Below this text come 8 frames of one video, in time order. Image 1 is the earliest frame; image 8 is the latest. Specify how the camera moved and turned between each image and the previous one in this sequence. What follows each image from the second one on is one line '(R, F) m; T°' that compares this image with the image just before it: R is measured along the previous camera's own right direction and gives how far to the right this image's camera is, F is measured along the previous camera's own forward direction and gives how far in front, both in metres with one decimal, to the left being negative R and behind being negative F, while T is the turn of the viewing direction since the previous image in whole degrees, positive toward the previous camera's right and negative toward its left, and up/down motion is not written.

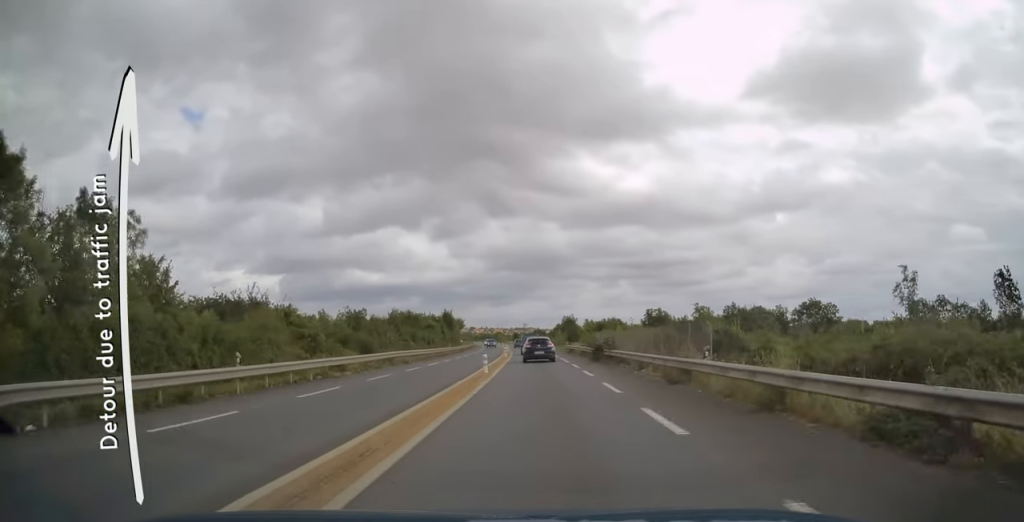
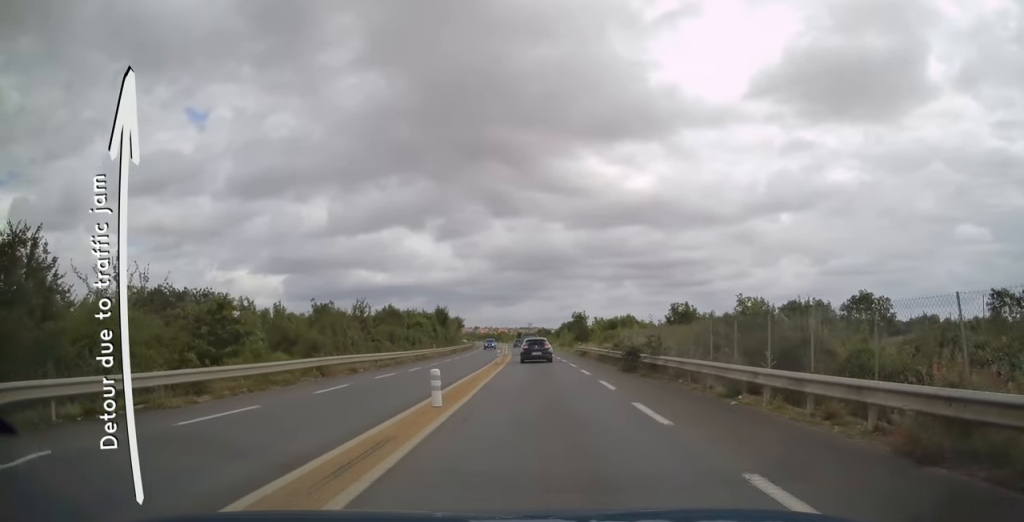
(-0.2, +12.1) m; 0°
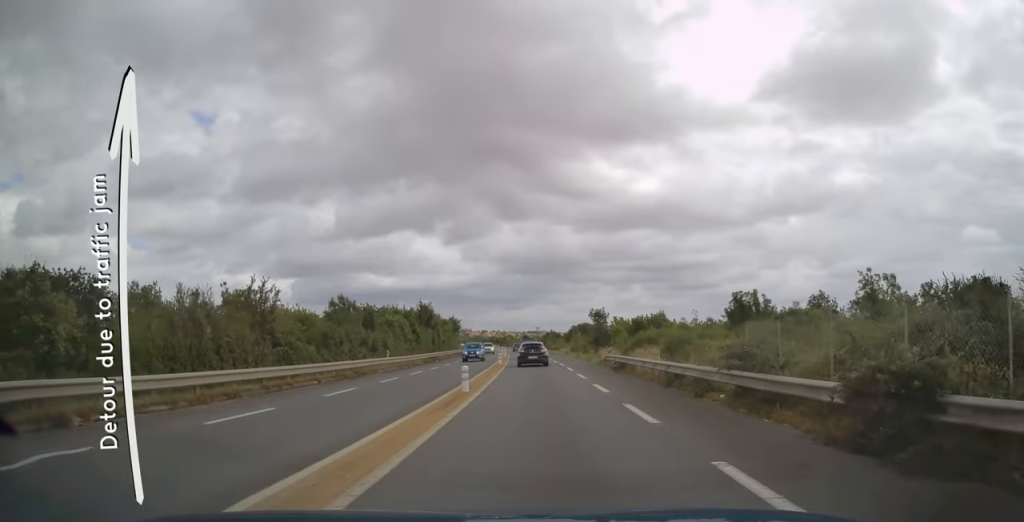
(+0.3, +18.9) m; 0°
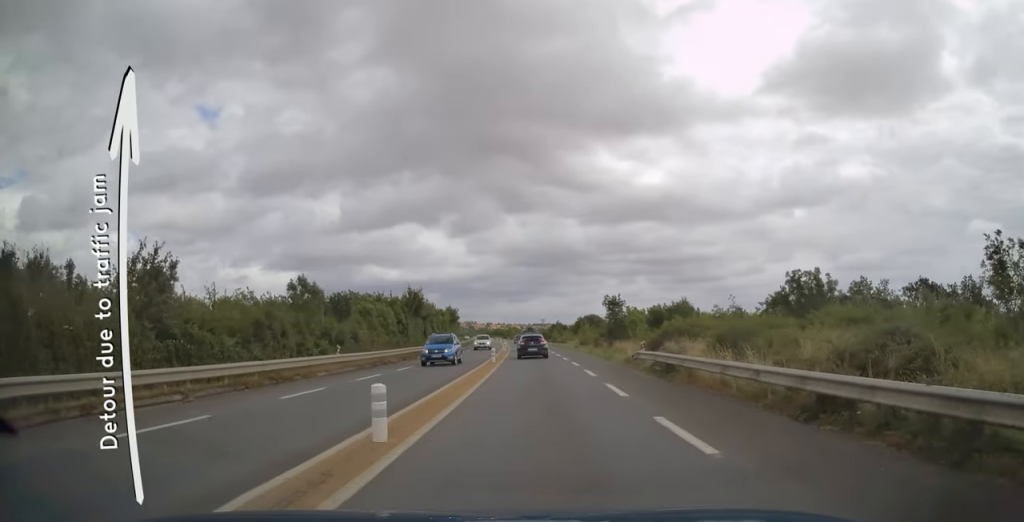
(-0.2, +9.8) m; -1°
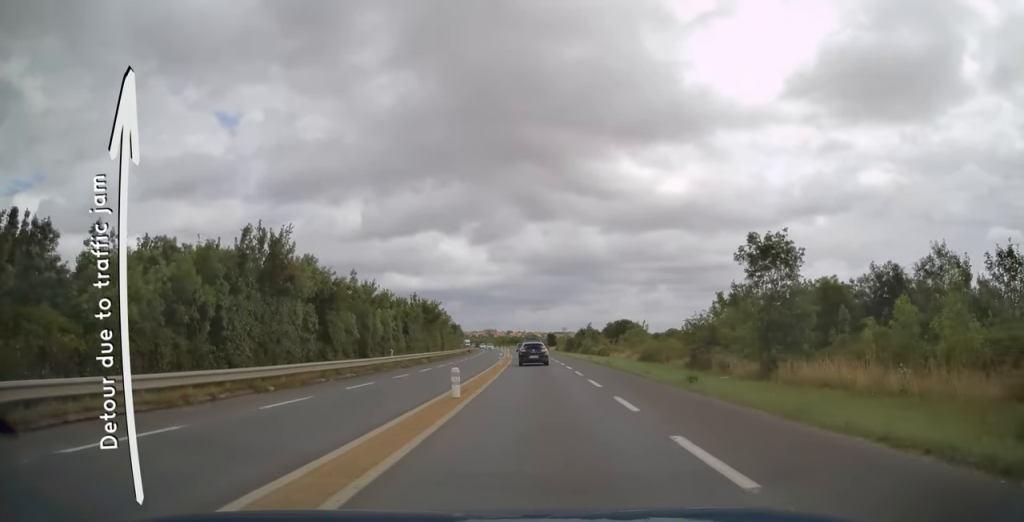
(-1.2, +40.7) m; -2°
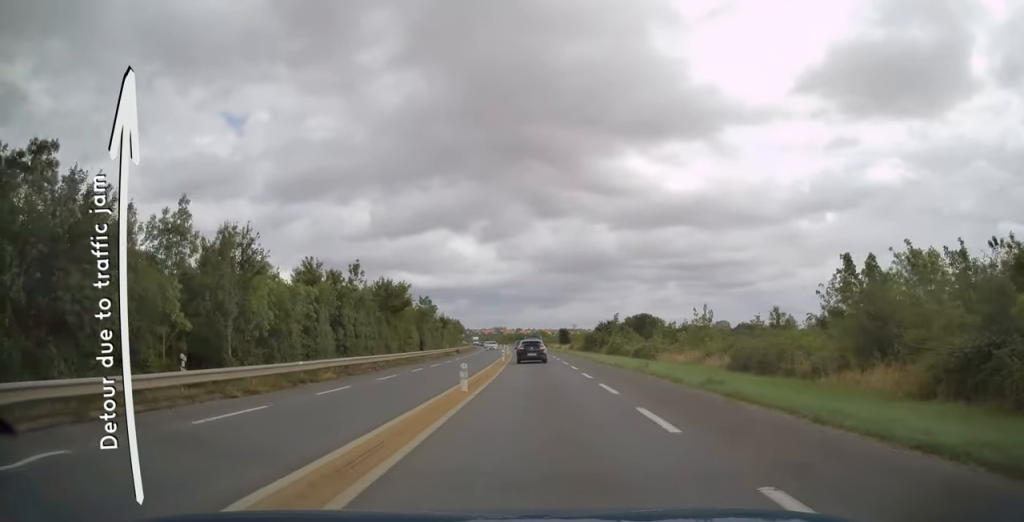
(0.0, +22.8) m; 0°
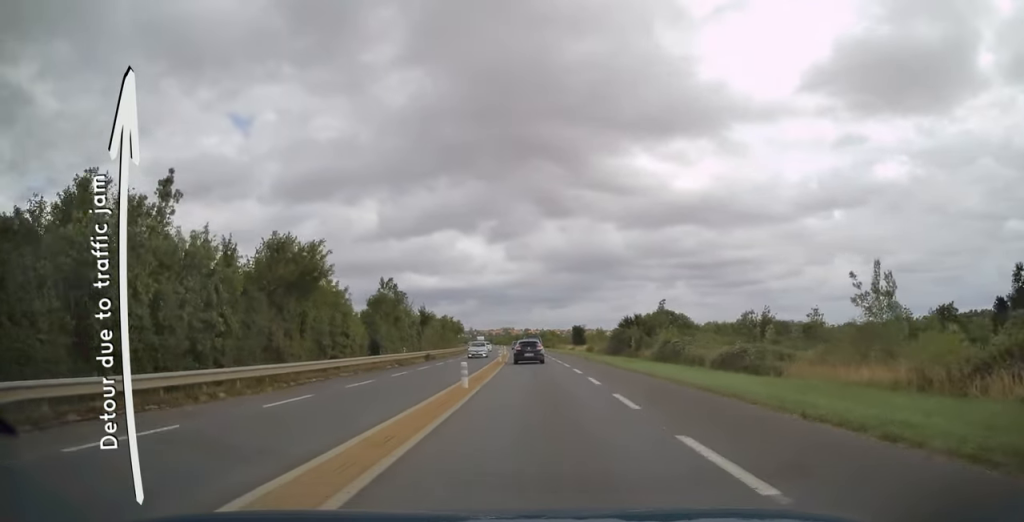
(-0.1, +23.2) m; -1°
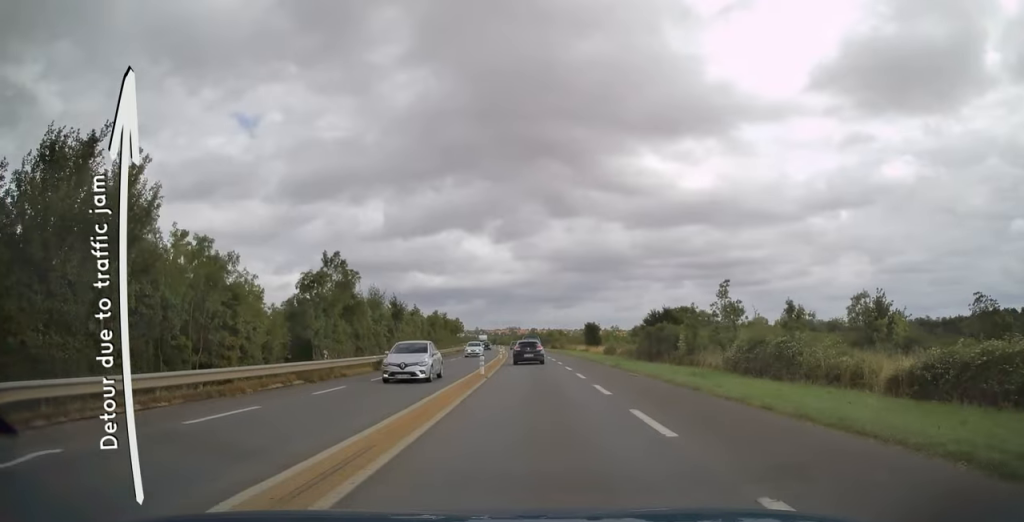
(-0.2, +16.2) m; -1°
